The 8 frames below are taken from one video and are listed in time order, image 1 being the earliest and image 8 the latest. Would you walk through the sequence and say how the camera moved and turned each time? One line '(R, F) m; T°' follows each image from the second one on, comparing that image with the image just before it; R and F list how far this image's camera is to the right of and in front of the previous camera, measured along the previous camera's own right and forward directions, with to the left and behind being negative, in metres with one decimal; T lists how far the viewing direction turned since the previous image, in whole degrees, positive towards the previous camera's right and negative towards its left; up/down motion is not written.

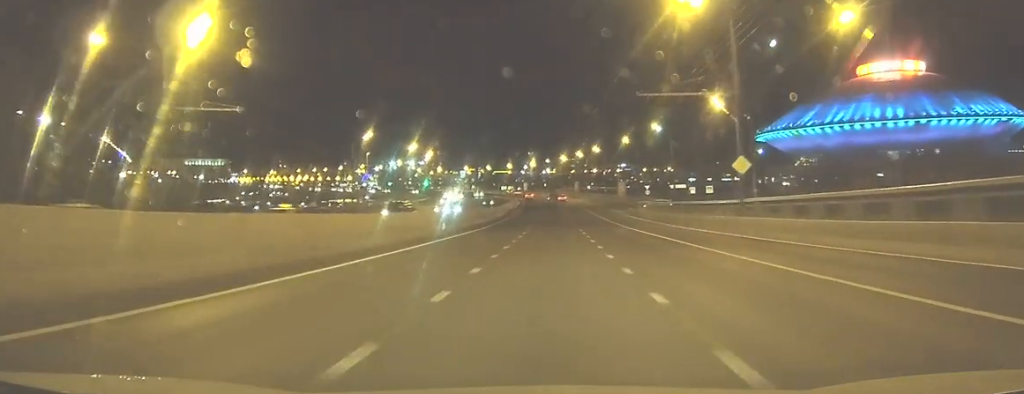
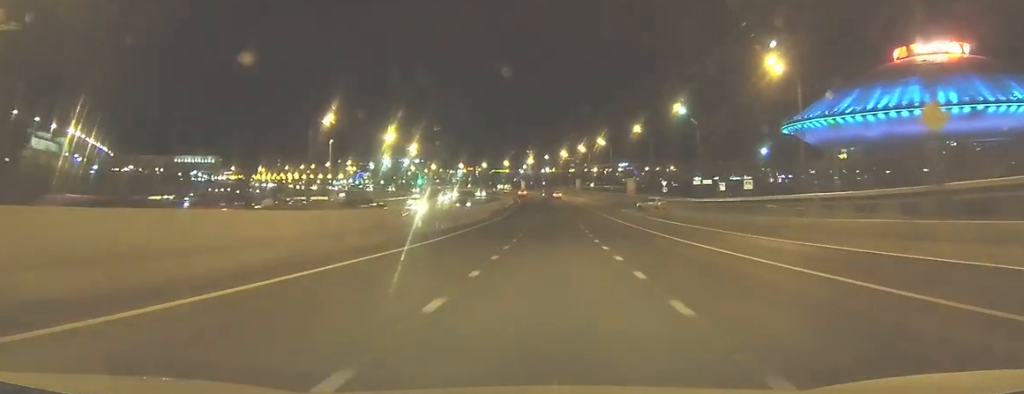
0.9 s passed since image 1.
(-0.1, +17.0) m; 0°
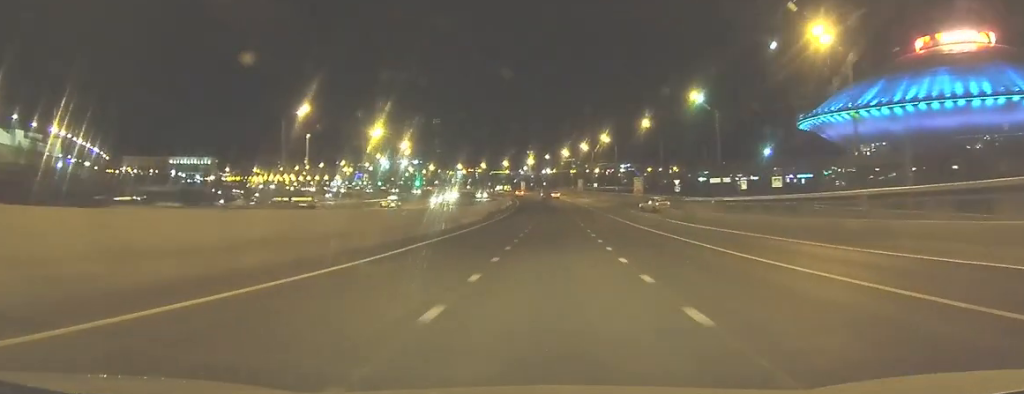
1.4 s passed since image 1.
(0.0, +8.5) m; 0°
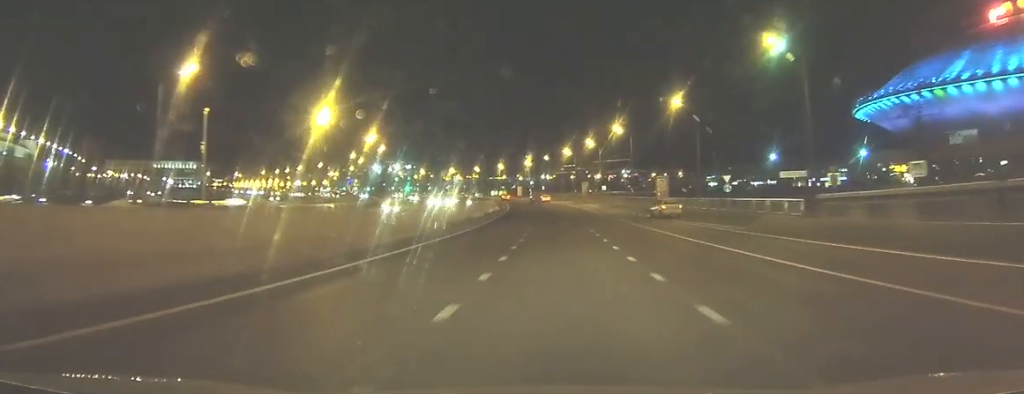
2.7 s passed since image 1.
(+0.1, +23.9) m; 0°
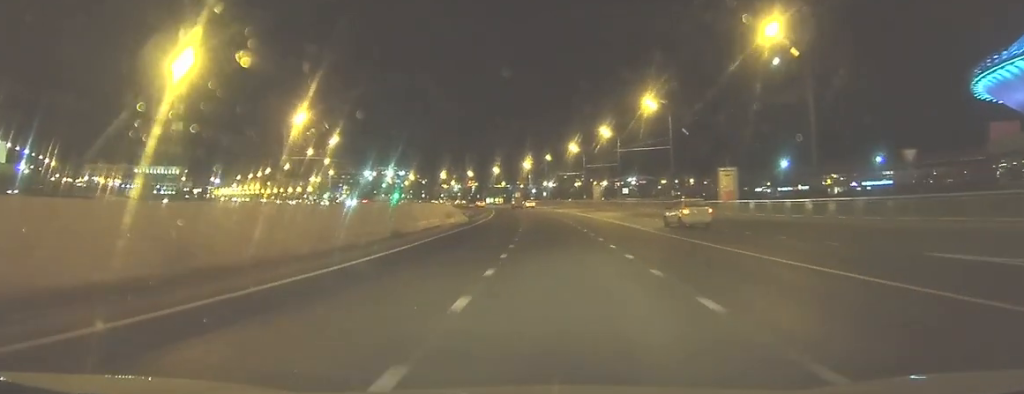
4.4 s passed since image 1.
(-0.1, +31.5) m; -1°
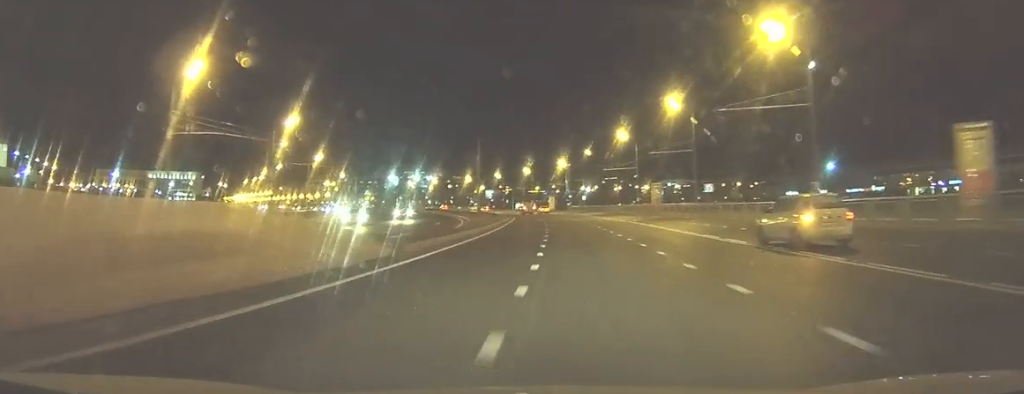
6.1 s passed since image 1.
(-0.7, +30.5) m; -3°
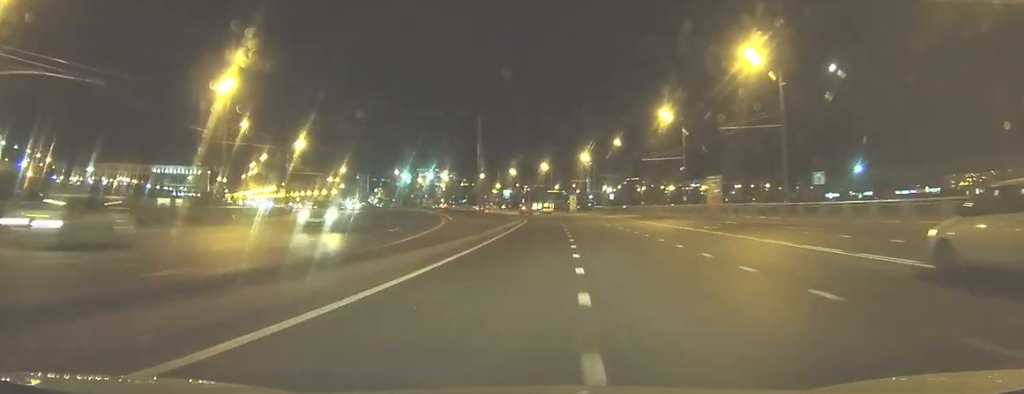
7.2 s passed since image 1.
(-0.4, +21.0) m; -2°
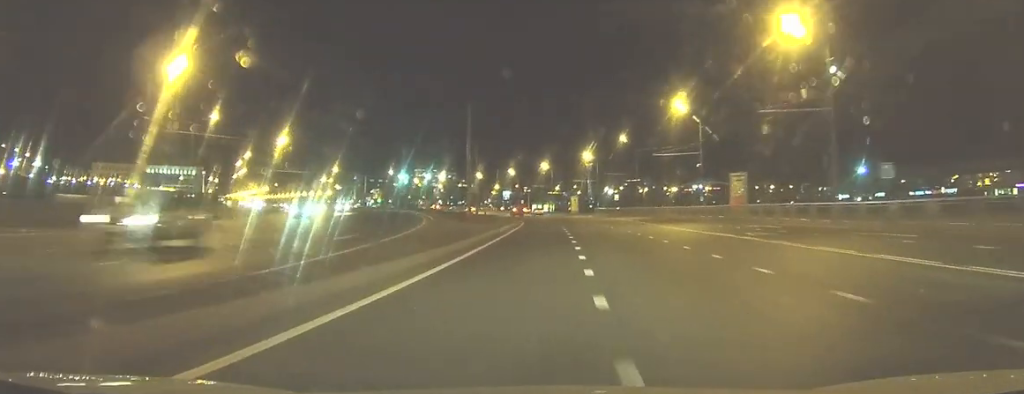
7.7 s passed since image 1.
(0.0, +8.3) m; 0°
